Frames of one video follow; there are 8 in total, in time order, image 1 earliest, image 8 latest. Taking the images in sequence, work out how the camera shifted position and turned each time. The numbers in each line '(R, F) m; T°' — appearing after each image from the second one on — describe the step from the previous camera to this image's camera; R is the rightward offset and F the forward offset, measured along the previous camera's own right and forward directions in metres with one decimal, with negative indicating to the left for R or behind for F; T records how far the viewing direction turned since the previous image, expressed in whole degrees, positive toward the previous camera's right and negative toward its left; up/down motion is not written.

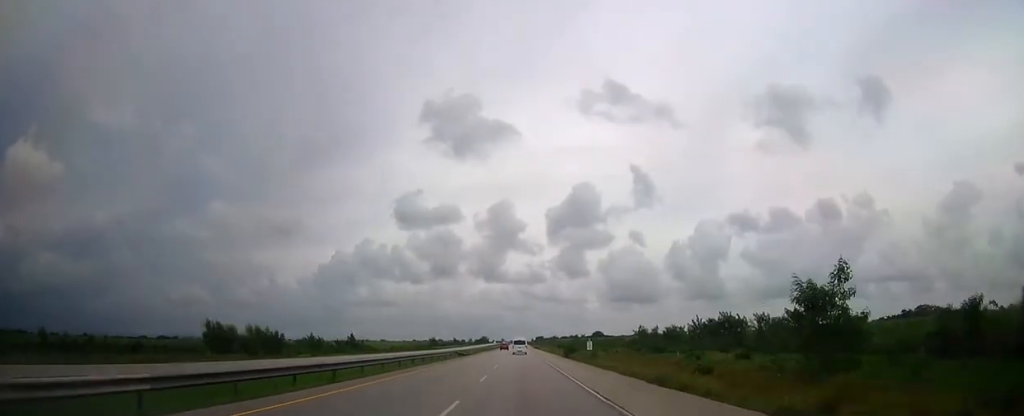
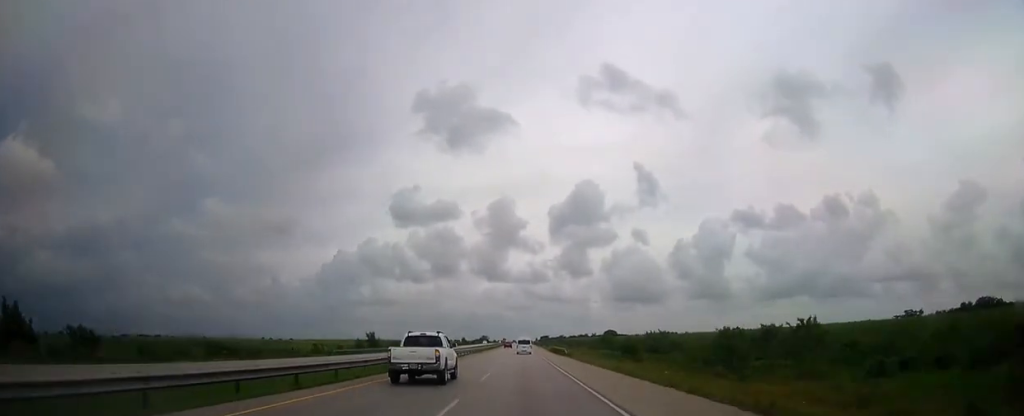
(0.0, +96.2) m; 0°
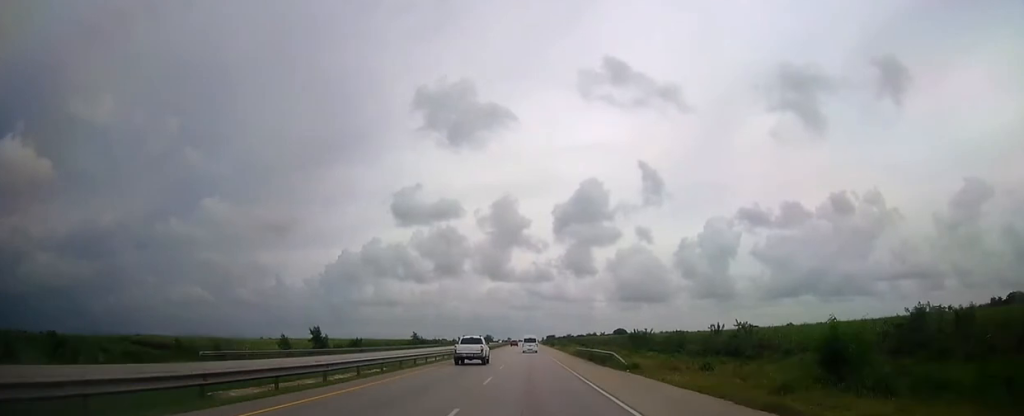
(-0.2, +38.3) m; 0°
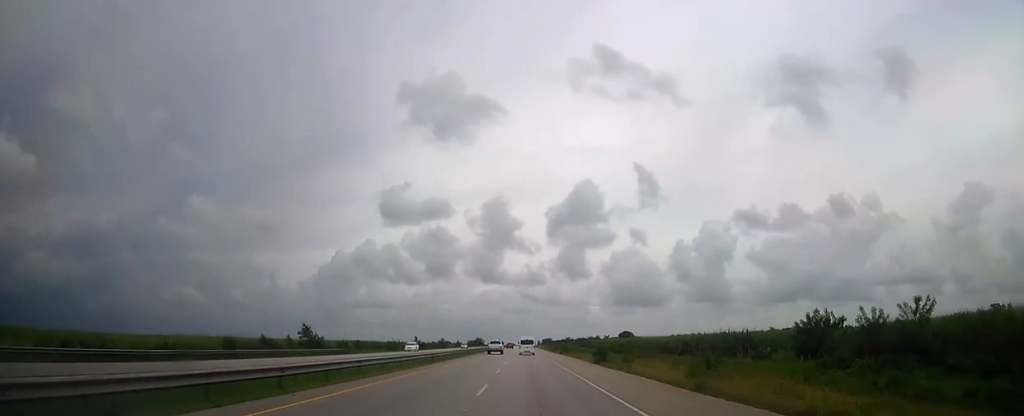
(-0.1, +88.0) m; 0°
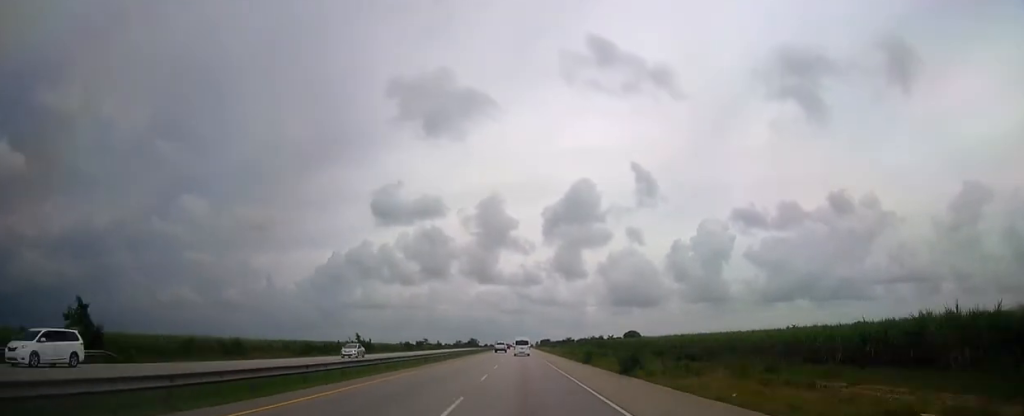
(+0.1, +52.9) m; 0°
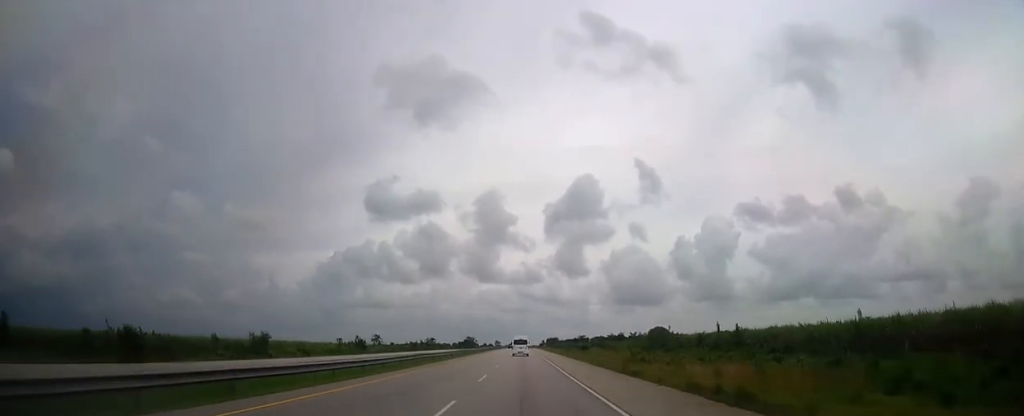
(-0.1, +108.5) m; 0°
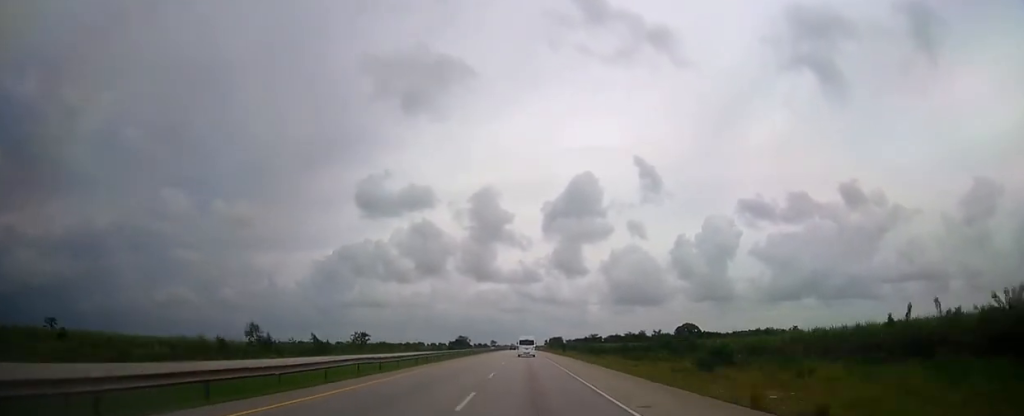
(-0.1, +94.3) m; 0°
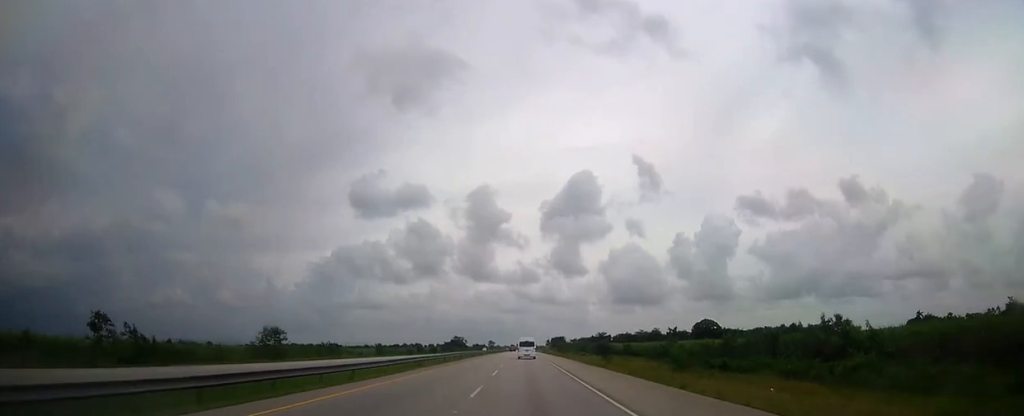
(+0.1, +43.9) m; 0°
